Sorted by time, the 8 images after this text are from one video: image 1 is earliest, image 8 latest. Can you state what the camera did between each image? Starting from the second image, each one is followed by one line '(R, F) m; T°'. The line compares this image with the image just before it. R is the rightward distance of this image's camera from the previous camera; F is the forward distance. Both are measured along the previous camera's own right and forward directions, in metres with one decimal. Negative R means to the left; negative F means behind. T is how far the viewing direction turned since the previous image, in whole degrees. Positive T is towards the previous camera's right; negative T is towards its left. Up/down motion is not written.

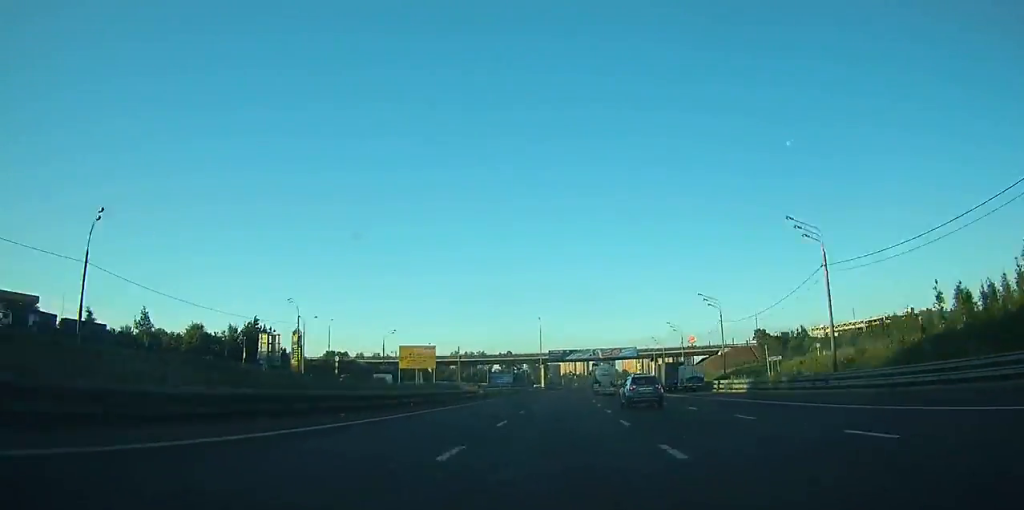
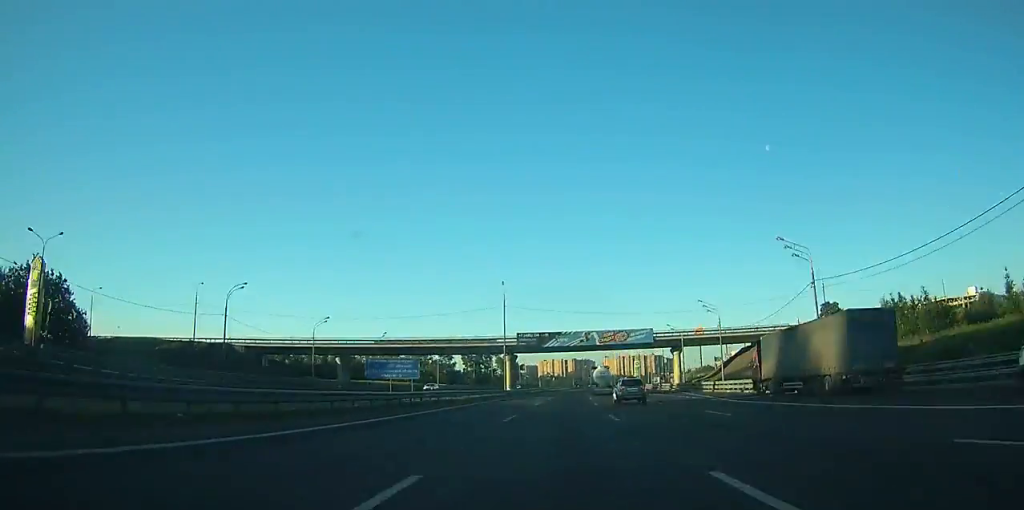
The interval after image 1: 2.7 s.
(+1.3, +60.0) m; +2°
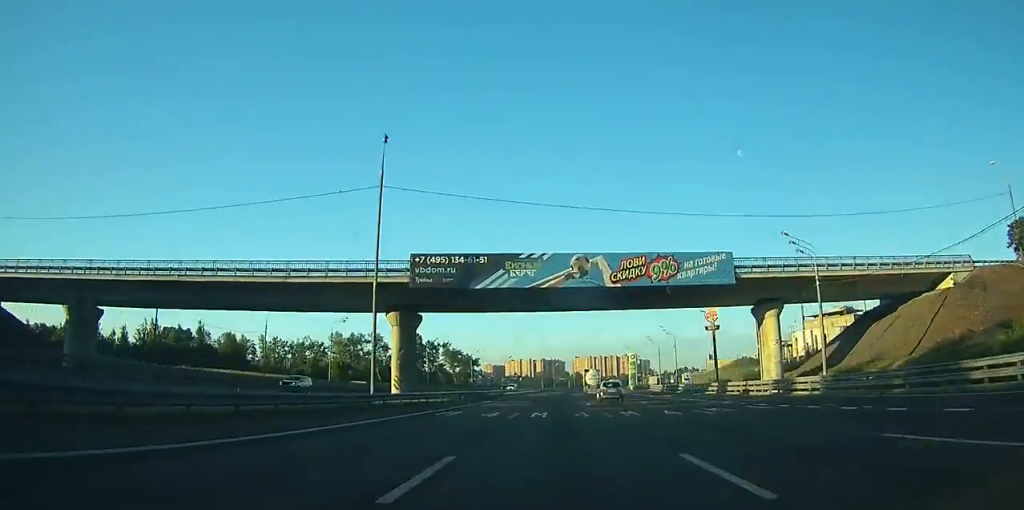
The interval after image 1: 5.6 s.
(+1.5, +63.5) m; +2°
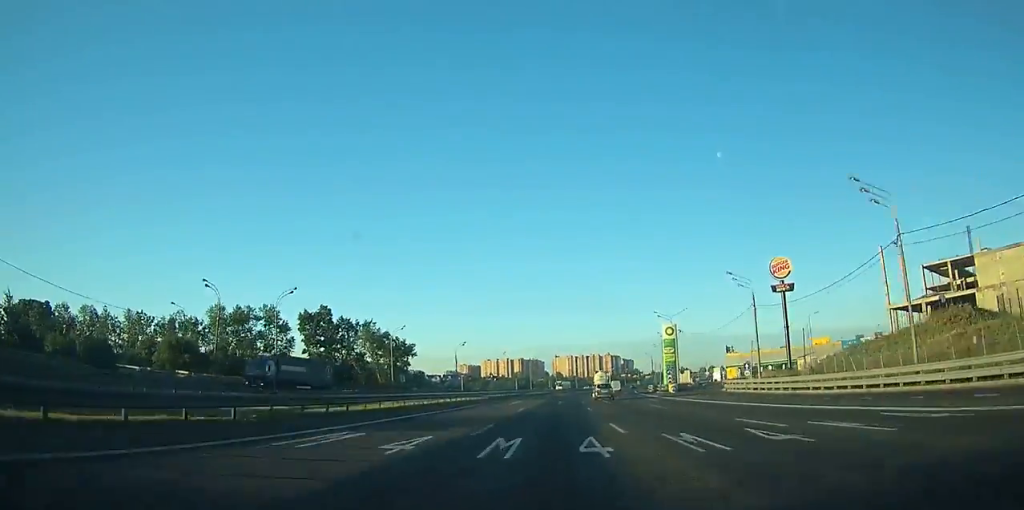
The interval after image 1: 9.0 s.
(+1.5, +71.3) m; +3°
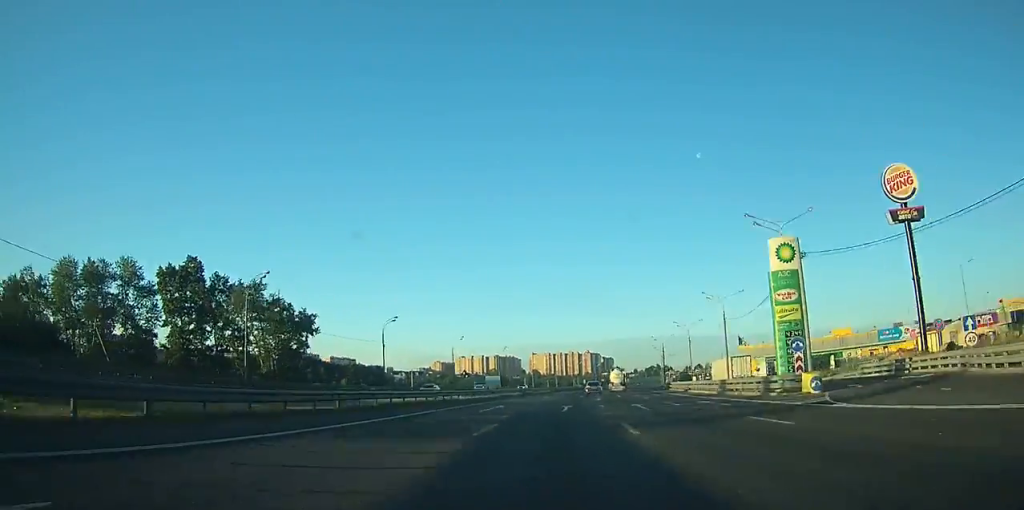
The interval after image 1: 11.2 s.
(+0.5, +46.7) m; +2°
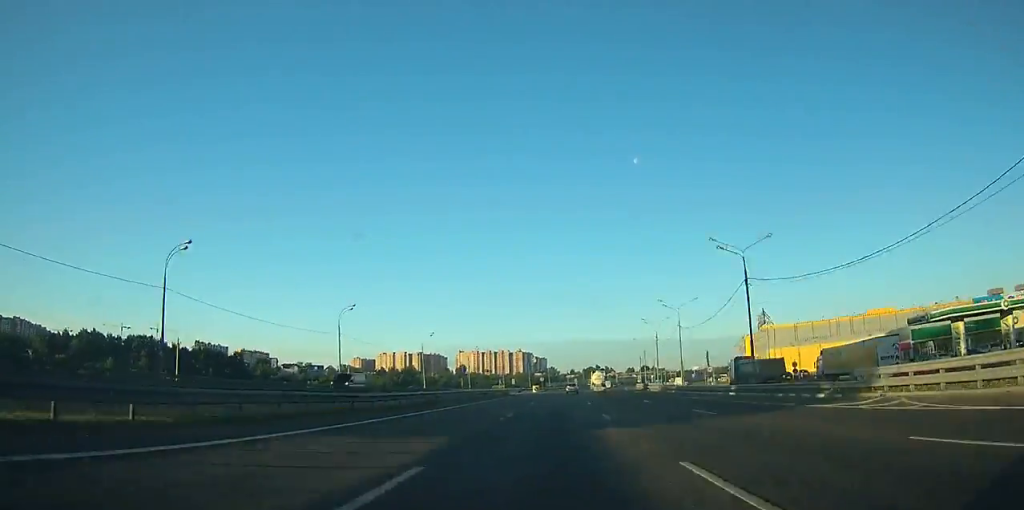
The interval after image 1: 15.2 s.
(+4.5, +87.0) m; +5°
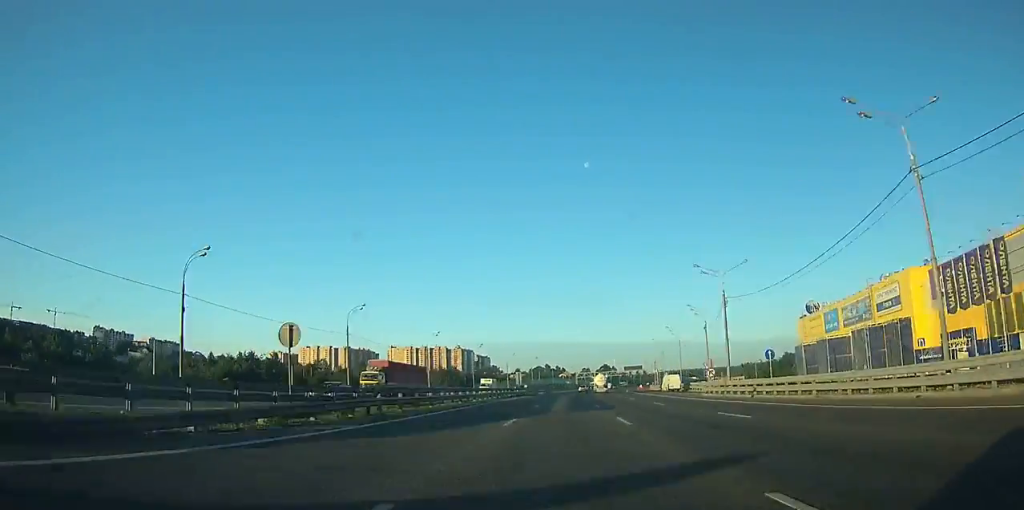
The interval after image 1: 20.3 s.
(+5.1, +111.2) m; +5°
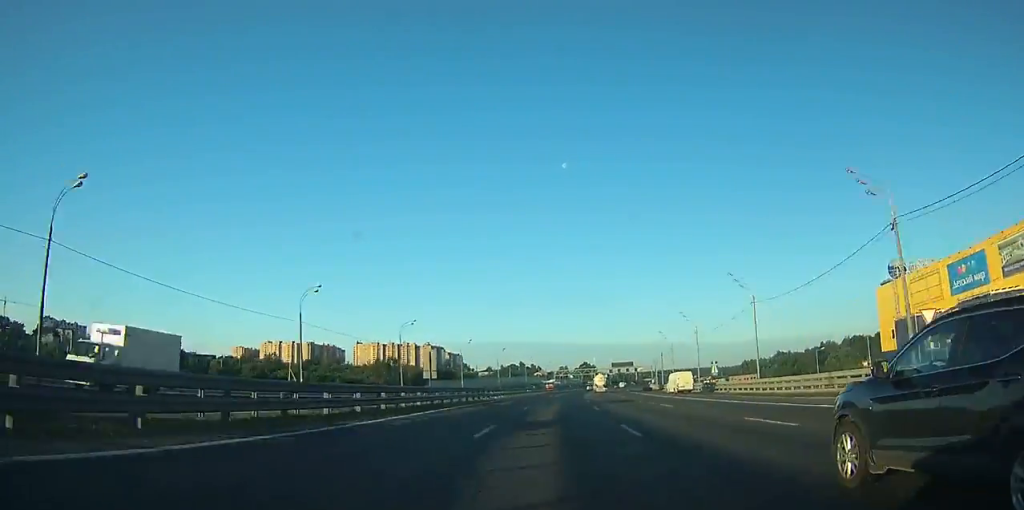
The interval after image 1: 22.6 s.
(+1.0, +51.1) m; +2°
